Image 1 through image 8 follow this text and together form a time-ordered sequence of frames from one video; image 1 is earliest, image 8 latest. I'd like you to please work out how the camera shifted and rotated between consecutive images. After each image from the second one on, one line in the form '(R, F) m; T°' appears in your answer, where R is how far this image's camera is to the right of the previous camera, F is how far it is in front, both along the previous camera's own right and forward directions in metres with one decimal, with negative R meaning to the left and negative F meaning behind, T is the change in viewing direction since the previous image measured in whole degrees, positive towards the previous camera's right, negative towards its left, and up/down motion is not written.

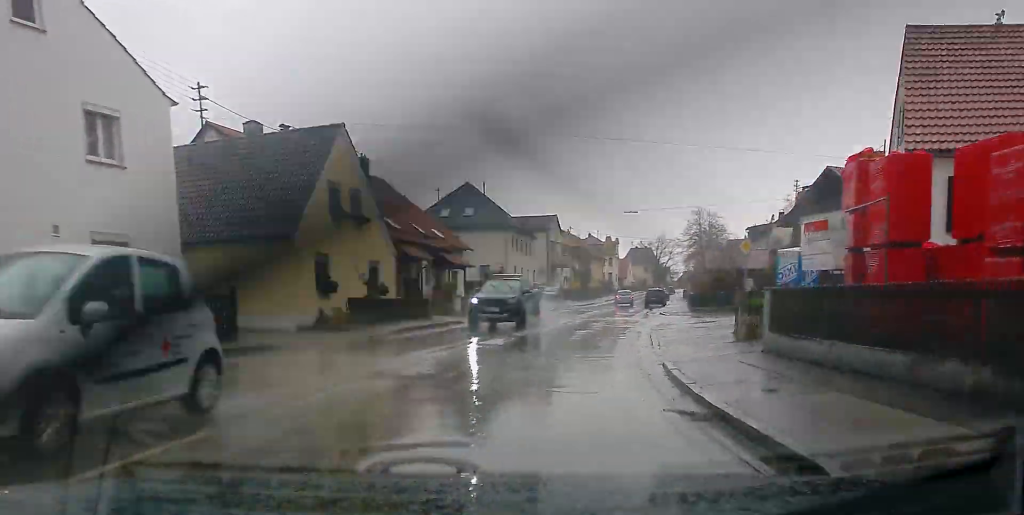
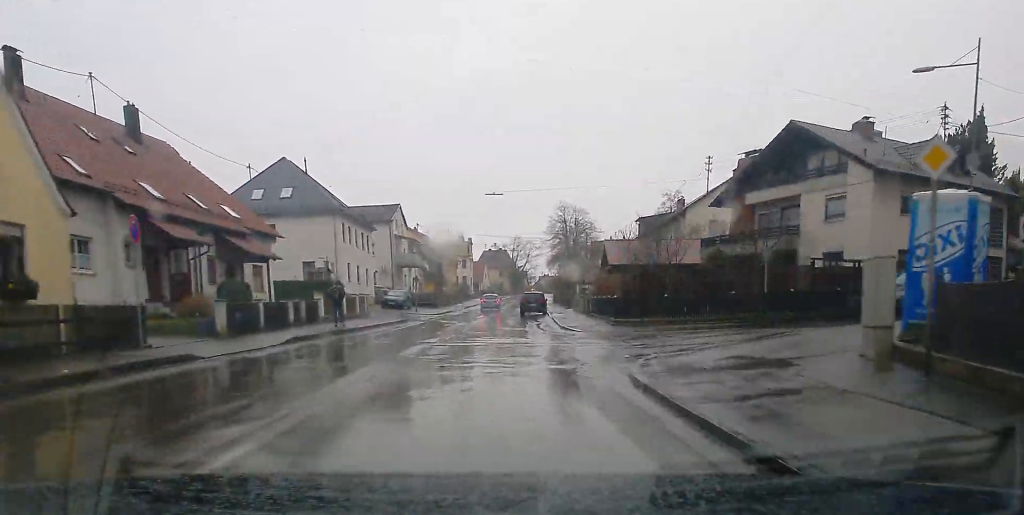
(+1.2, +17.4) m; +8°
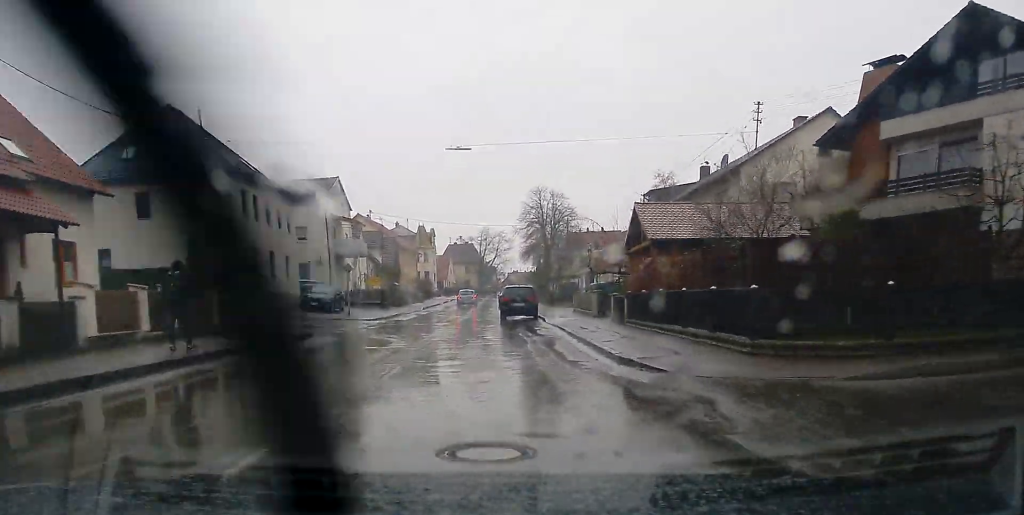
(+1.4, +17.6) m; +3°
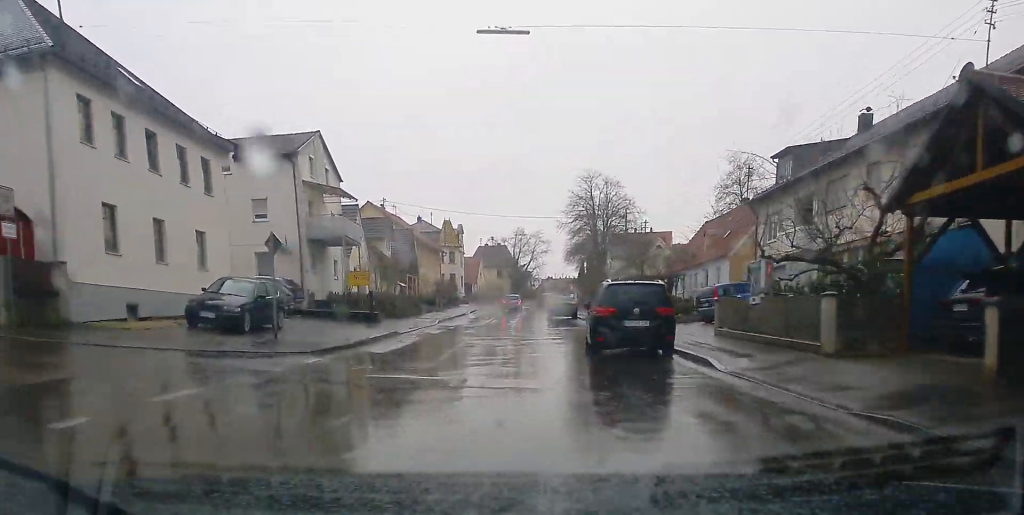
(0.0, +20.7) m; +1°
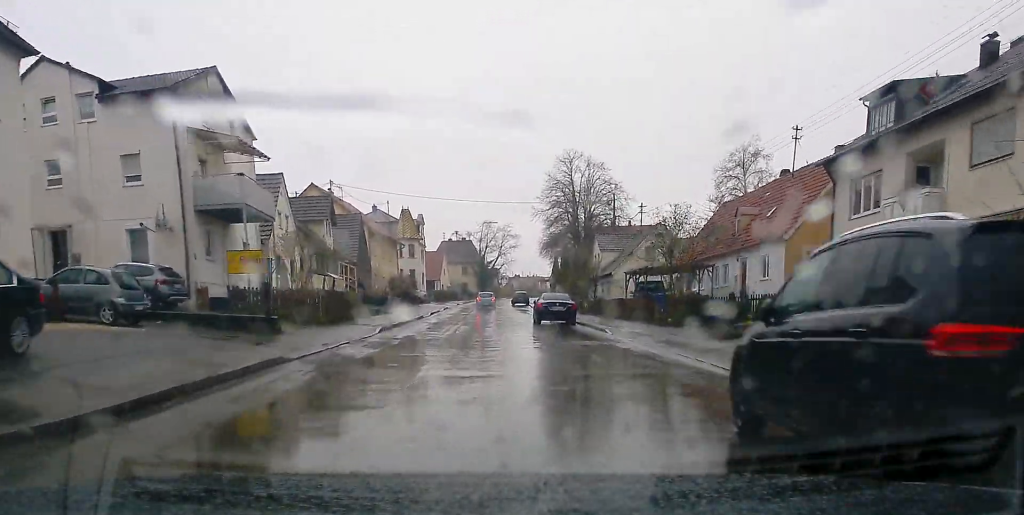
(+0.1, +13.7) m; 0°
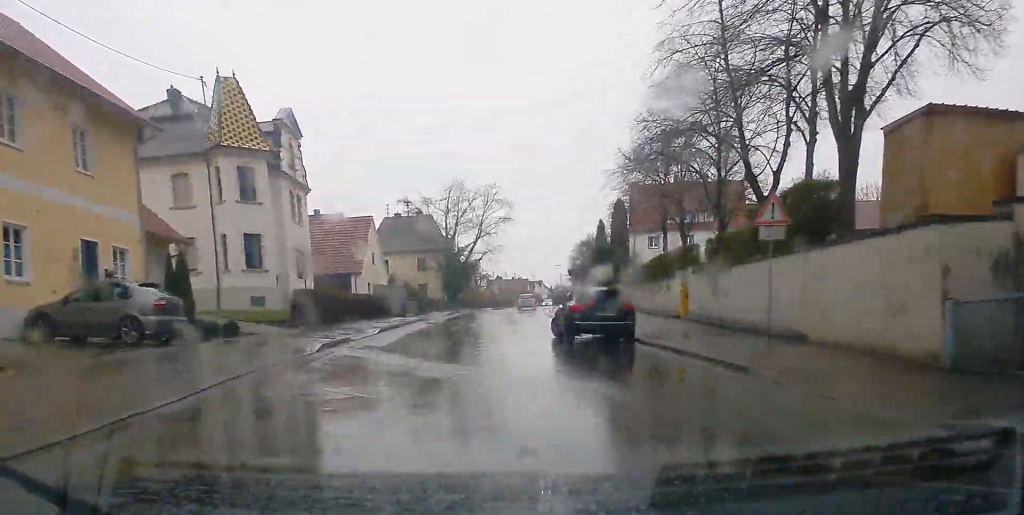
(+2.3, +63.6) m; +4°
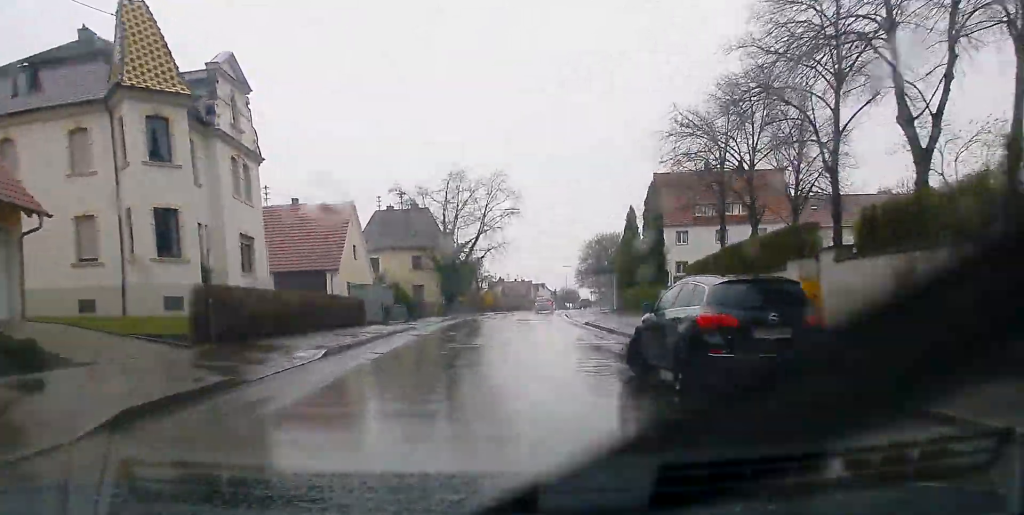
(-0.2, +10.6) m; +1°
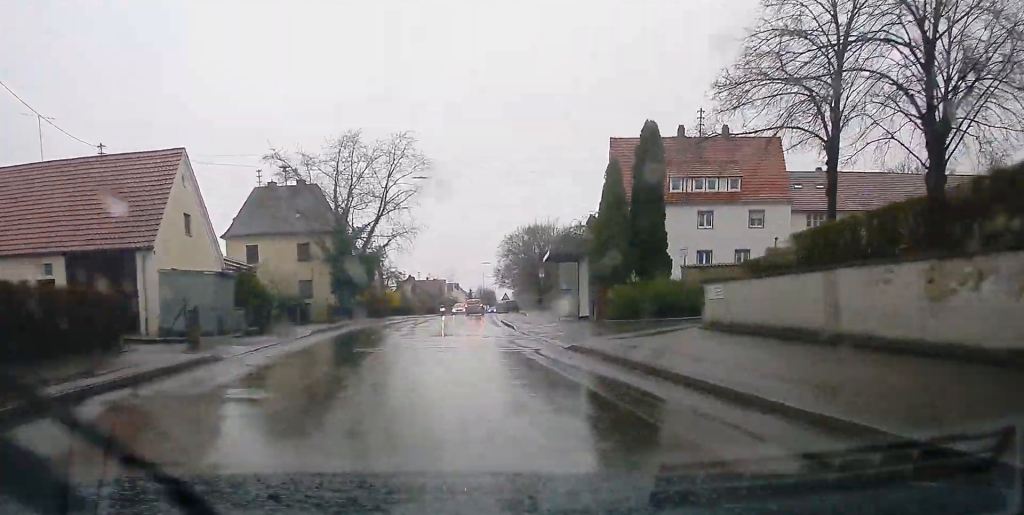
(+0.3, +19.5) m; +3°
